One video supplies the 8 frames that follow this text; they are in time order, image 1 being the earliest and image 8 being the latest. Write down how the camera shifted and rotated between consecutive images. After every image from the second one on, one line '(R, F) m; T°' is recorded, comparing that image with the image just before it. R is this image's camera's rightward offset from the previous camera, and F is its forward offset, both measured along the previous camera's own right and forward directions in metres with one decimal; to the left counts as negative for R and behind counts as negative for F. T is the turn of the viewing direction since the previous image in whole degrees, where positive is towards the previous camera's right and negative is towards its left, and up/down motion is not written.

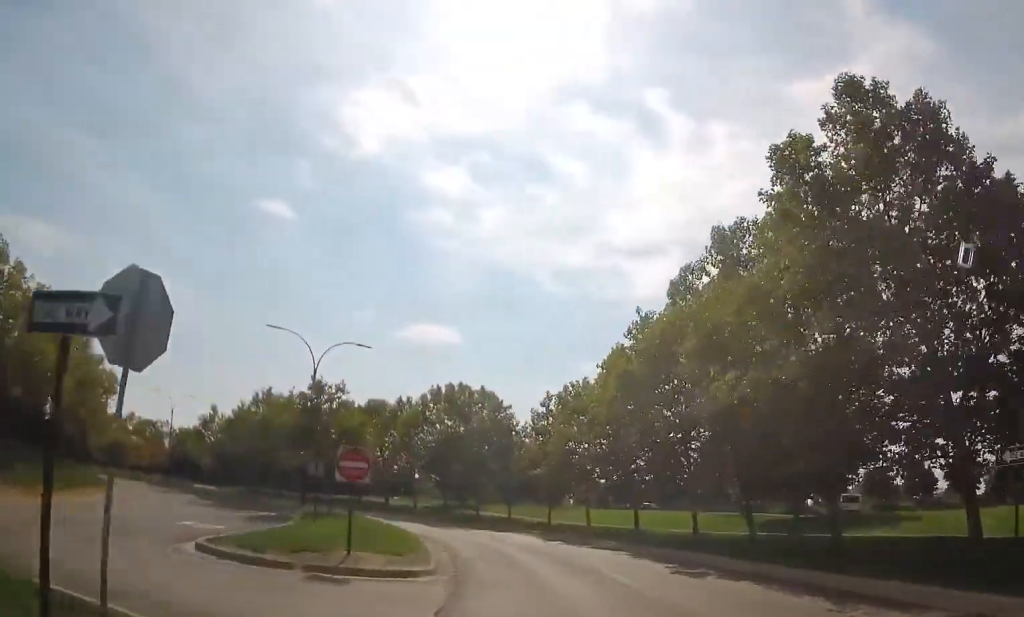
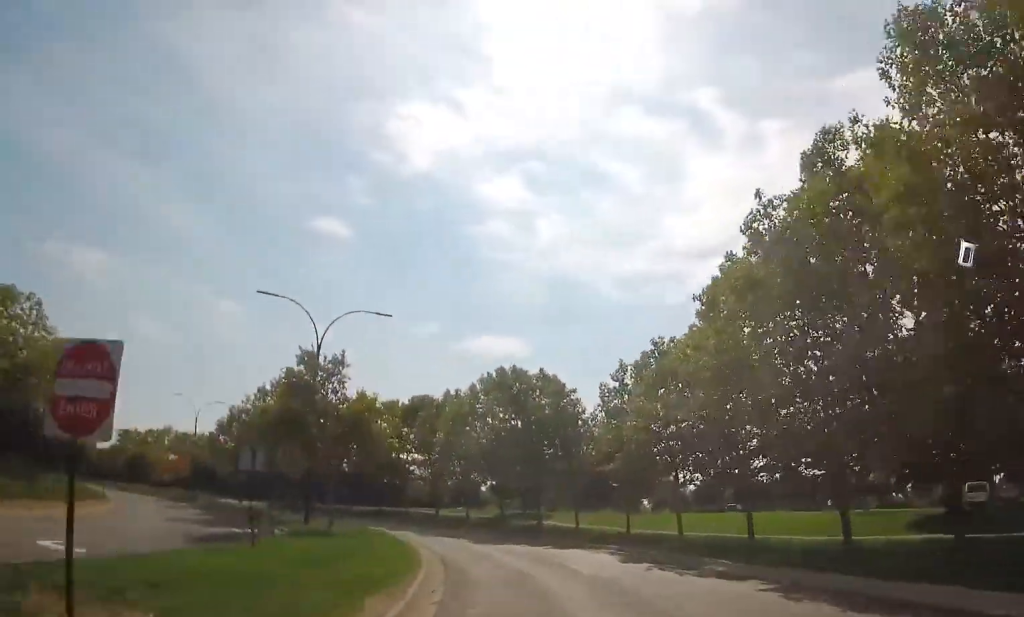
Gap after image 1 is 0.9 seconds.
(-0.9, +10.9) m; -8°
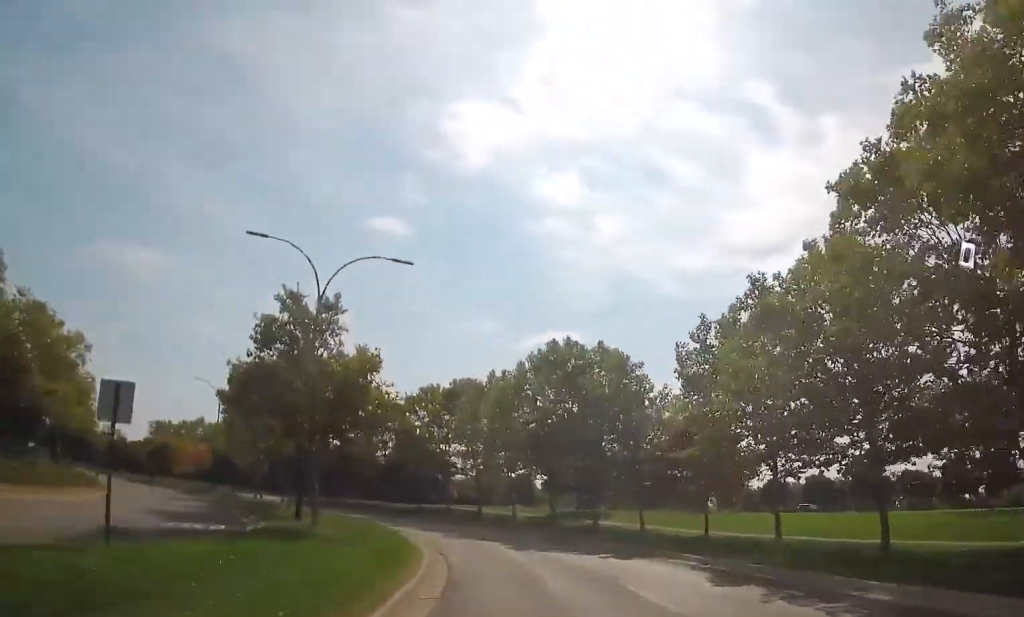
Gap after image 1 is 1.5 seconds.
(-0.5, +7.8) m; -5°
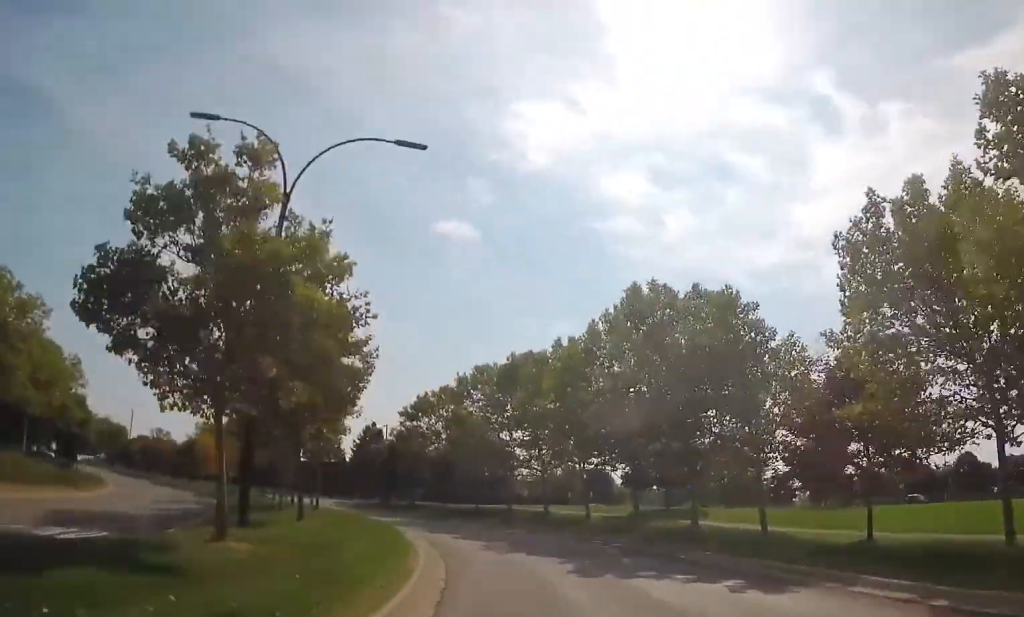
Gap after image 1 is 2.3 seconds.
(-0.3, +10.4) m; -4°
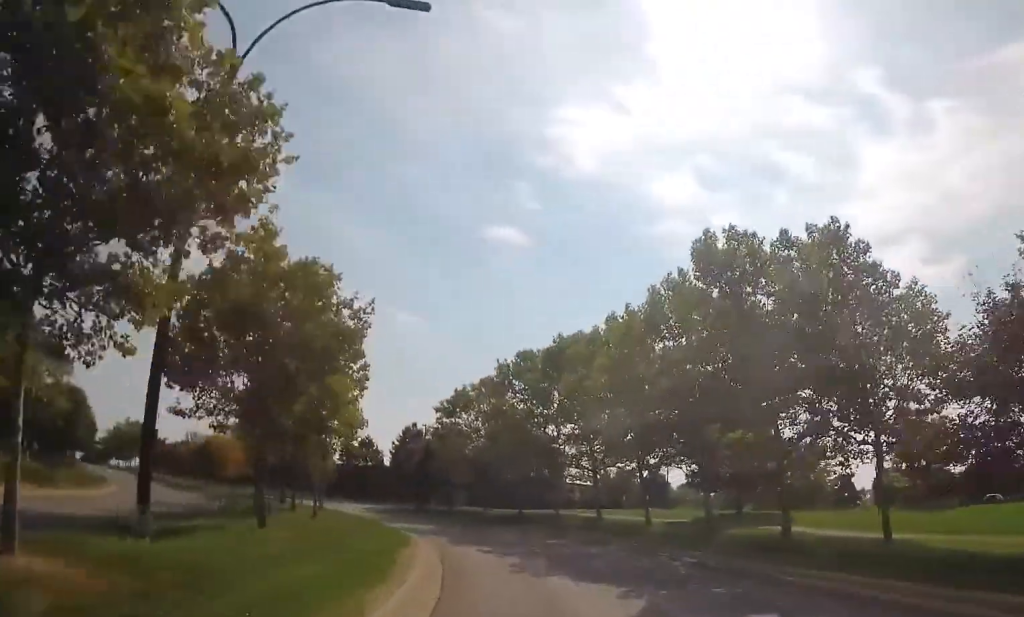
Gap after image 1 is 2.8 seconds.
(-0.2, +6.6) m; -3°
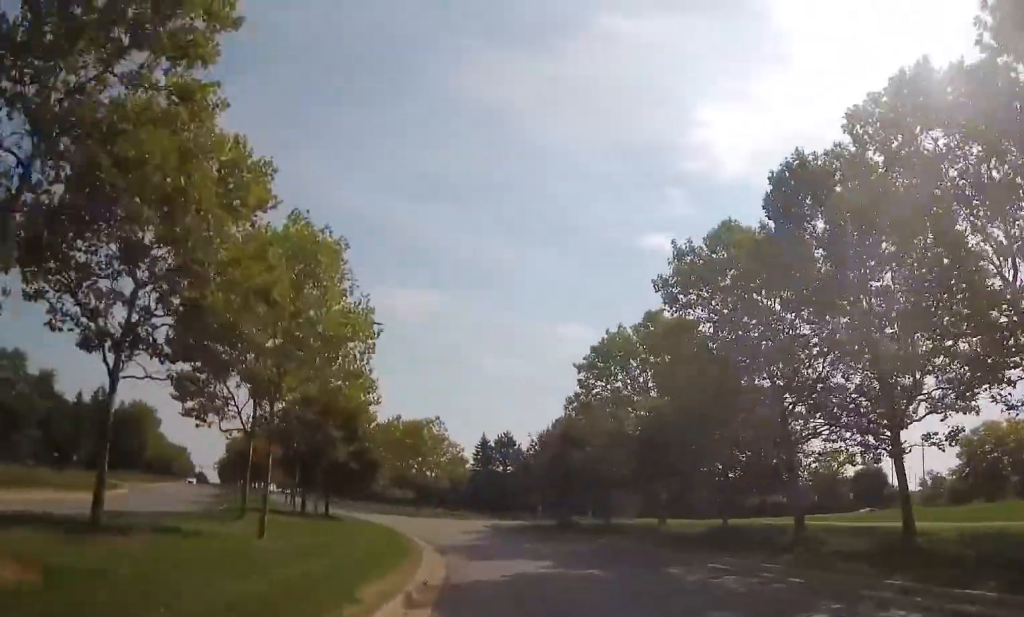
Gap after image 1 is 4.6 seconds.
(-2.5, +22.4) m; -15°
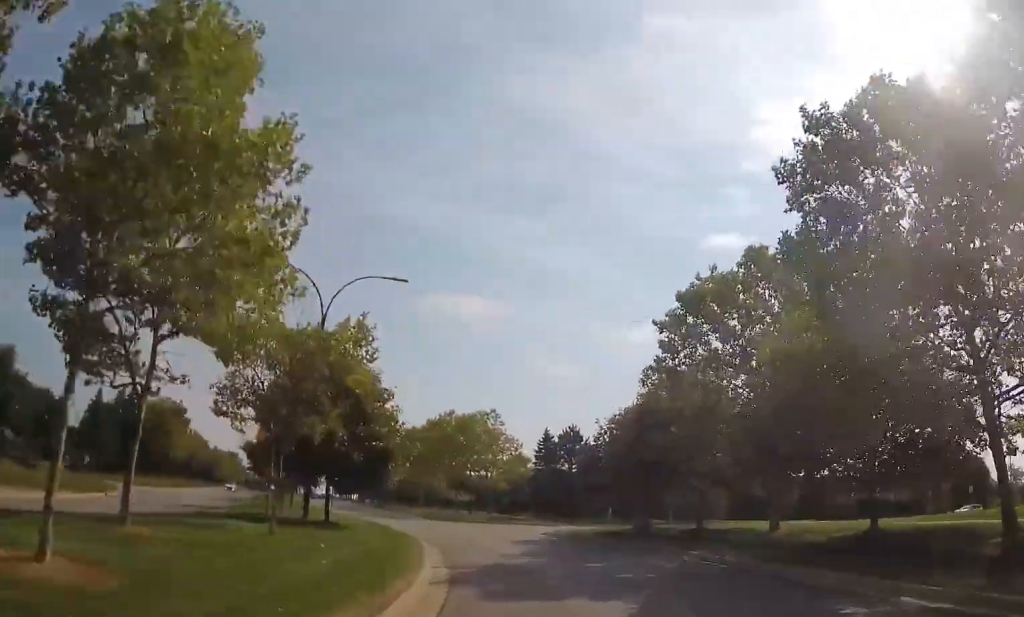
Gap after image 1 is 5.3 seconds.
(-0.7, +9.1) m; -4°
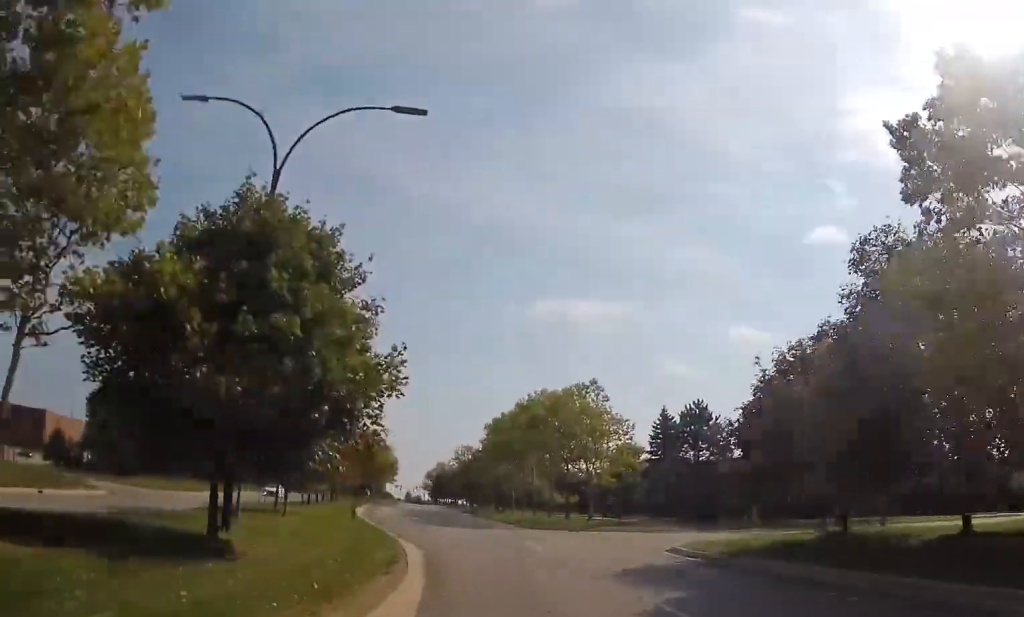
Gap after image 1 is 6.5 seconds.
(-0.4, +15.5) m; -9°
